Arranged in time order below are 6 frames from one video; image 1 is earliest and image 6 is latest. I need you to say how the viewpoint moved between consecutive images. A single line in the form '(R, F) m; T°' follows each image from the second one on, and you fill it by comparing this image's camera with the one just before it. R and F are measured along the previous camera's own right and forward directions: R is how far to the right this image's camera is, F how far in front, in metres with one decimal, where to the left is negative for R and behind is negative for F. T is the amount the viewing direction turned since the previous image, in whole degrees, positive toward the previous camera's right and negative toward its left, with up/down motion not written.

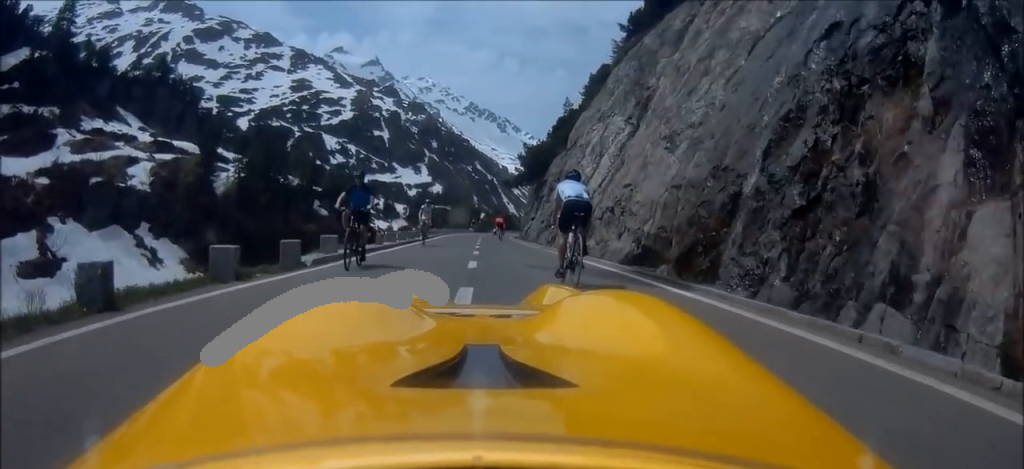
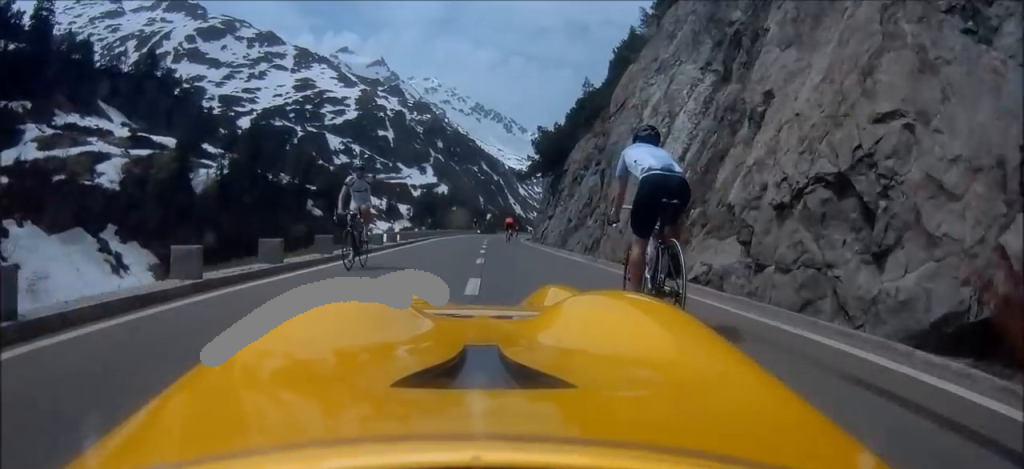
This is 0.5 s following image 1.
(+0.2, +11.1) m; 0°
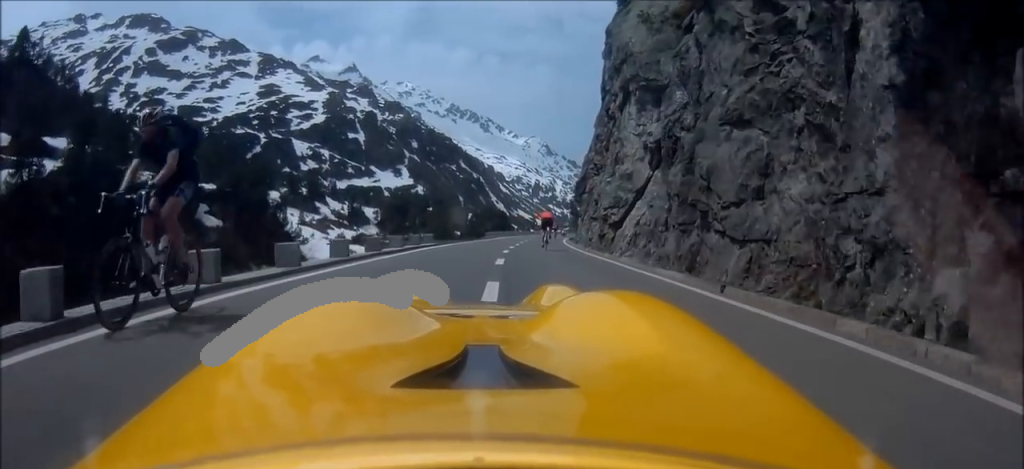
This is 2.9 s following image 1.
(+0.5, +49.4) m; +3°
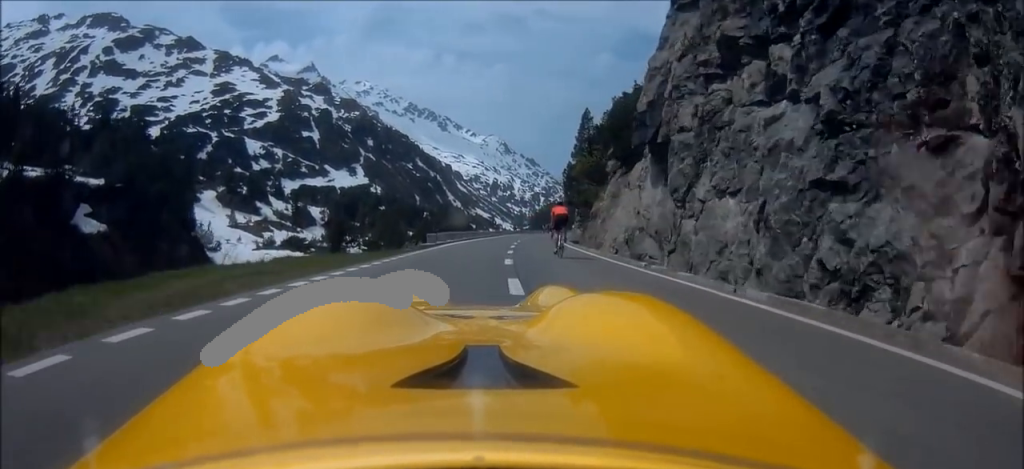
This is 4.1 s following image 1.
(+0.6, +23.1) m; +3°
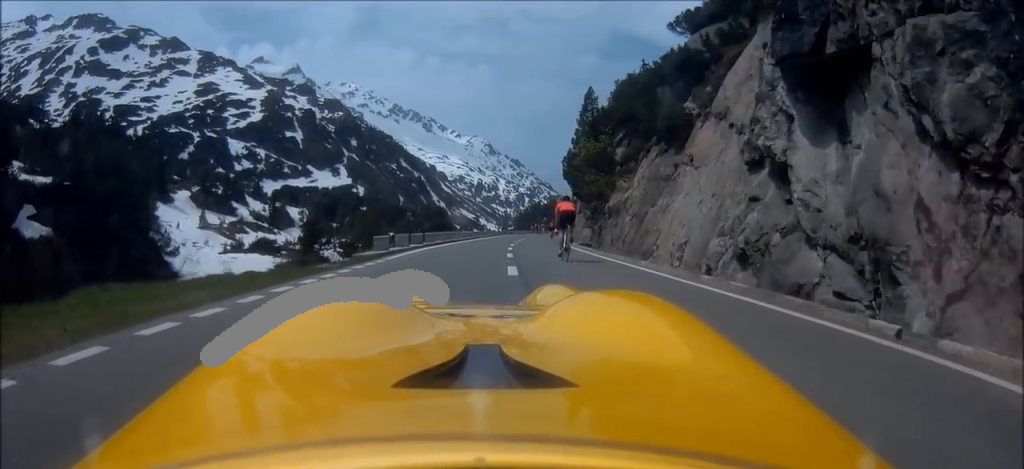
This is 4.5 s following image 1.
(+0.1, +9.1) m; +1°
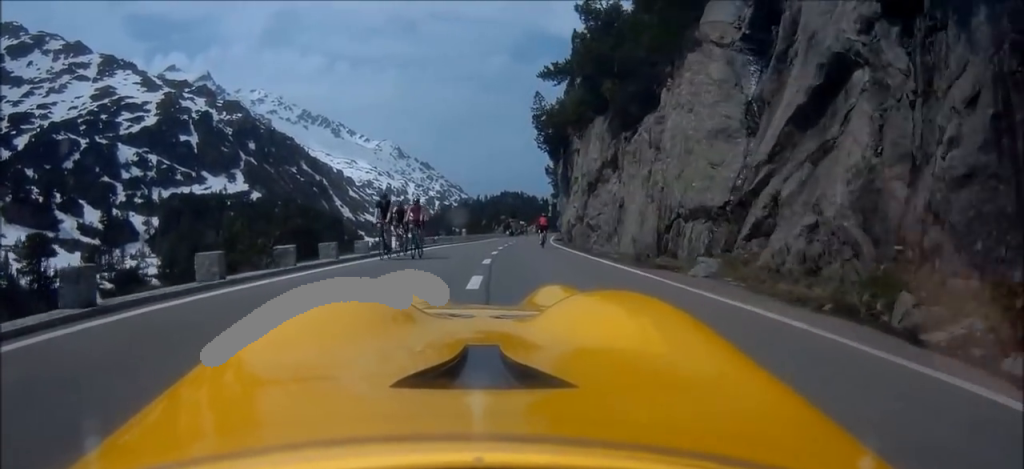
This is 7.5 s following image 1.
(+3.9, +61.0) m; +8°
